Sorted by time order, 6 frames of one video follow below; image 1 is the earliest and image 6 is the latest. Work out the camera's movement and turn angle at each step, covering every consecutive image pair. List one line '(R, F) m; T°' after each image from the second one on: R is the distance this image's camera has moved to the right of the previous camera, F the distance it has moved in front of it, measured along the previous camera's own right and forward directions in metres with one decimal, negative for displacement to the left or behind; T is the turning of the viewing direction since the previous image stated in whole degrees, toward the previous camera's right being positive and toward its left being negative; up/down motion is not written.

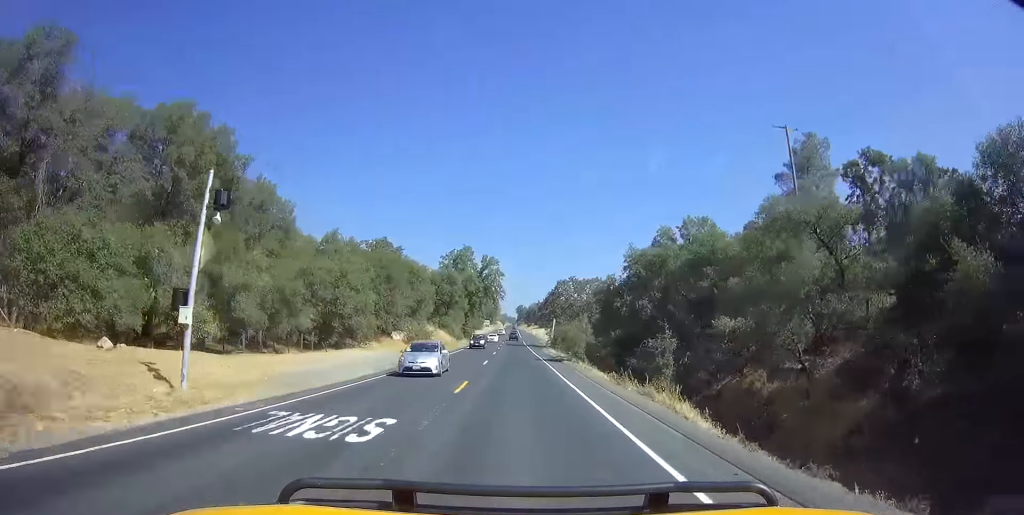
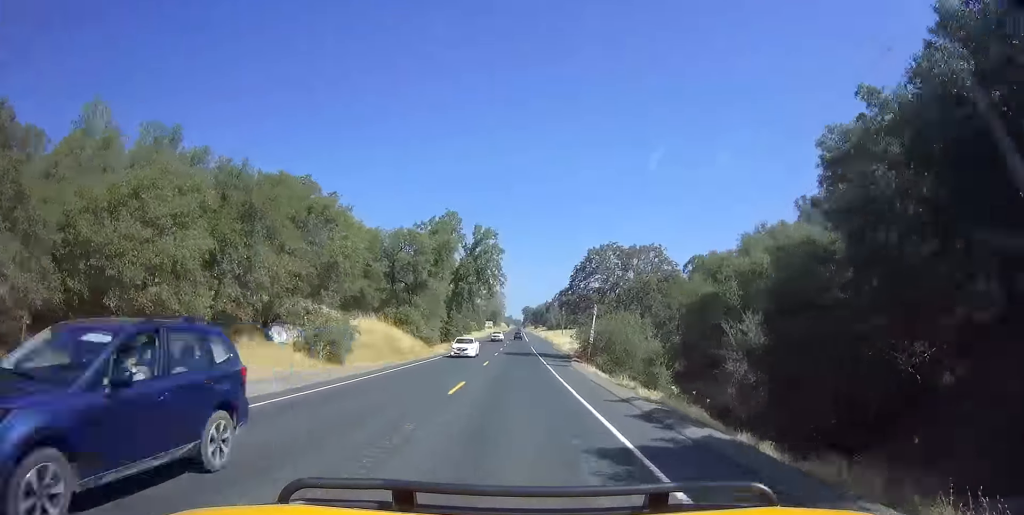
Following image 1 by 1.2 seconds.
(-0.4, +29.7) m; -2°
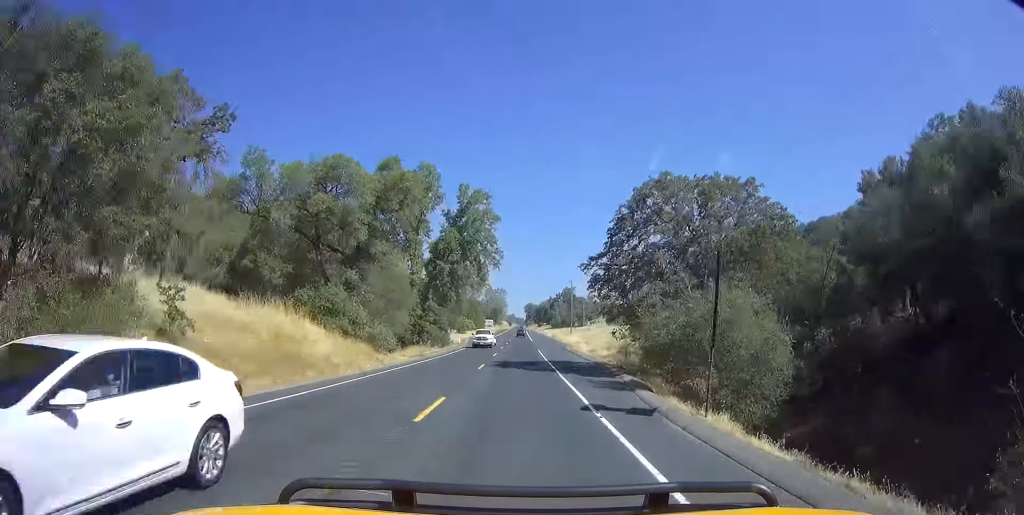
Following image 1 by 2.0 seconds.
(-0.4, +19.4) m; -1°
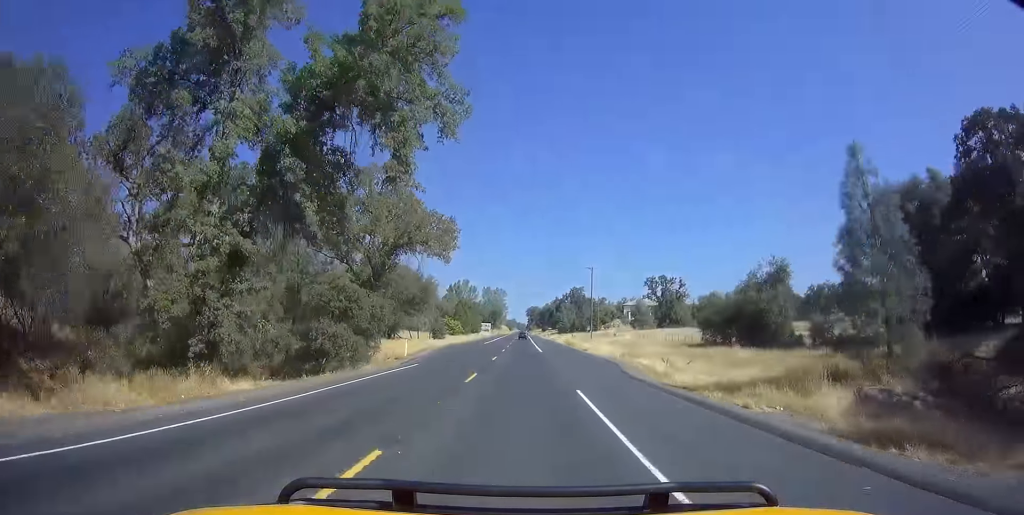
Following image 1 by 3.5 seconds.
(+0.7, +35.0) m; +1°
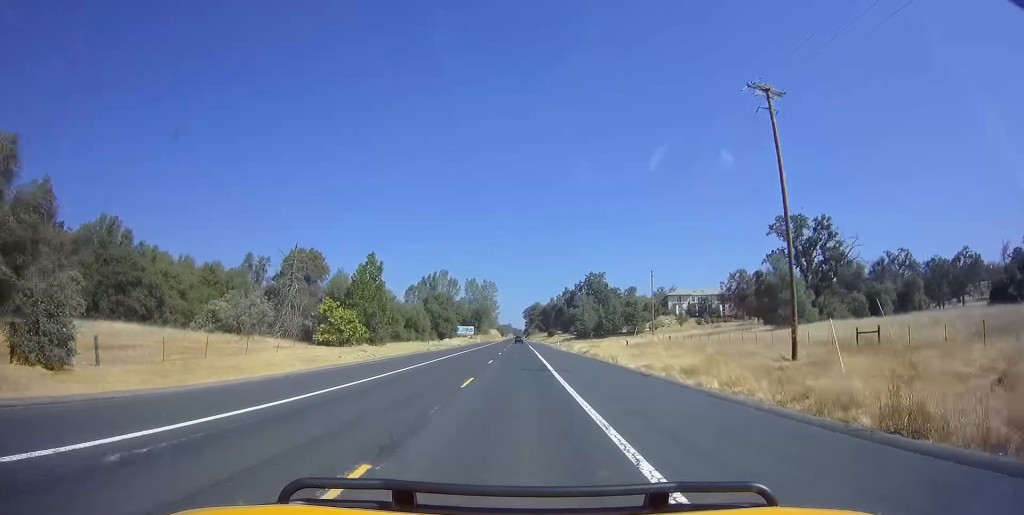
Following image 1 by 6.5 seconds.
(-0.7, +73.5) m; +1°
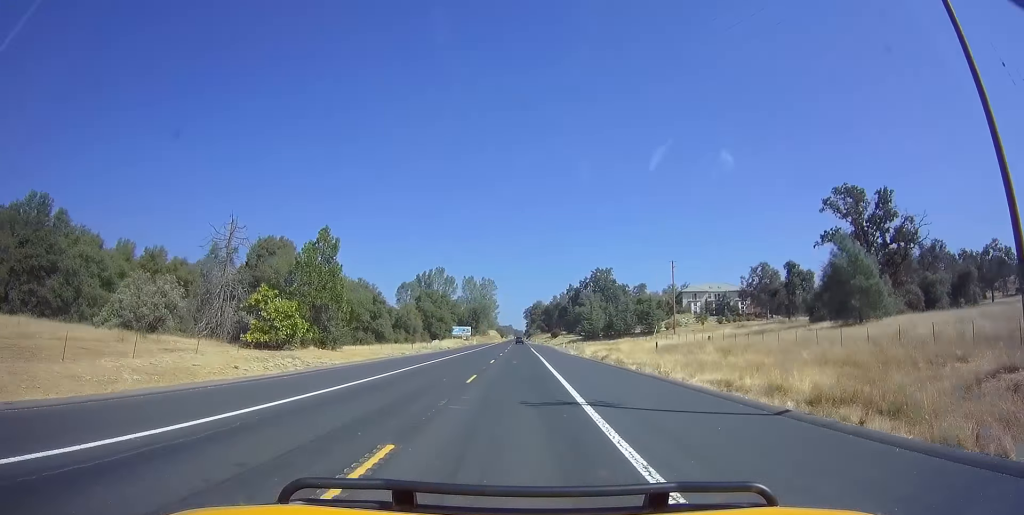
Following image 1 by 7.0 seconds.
(+0.1, +13.2) m; +1°
